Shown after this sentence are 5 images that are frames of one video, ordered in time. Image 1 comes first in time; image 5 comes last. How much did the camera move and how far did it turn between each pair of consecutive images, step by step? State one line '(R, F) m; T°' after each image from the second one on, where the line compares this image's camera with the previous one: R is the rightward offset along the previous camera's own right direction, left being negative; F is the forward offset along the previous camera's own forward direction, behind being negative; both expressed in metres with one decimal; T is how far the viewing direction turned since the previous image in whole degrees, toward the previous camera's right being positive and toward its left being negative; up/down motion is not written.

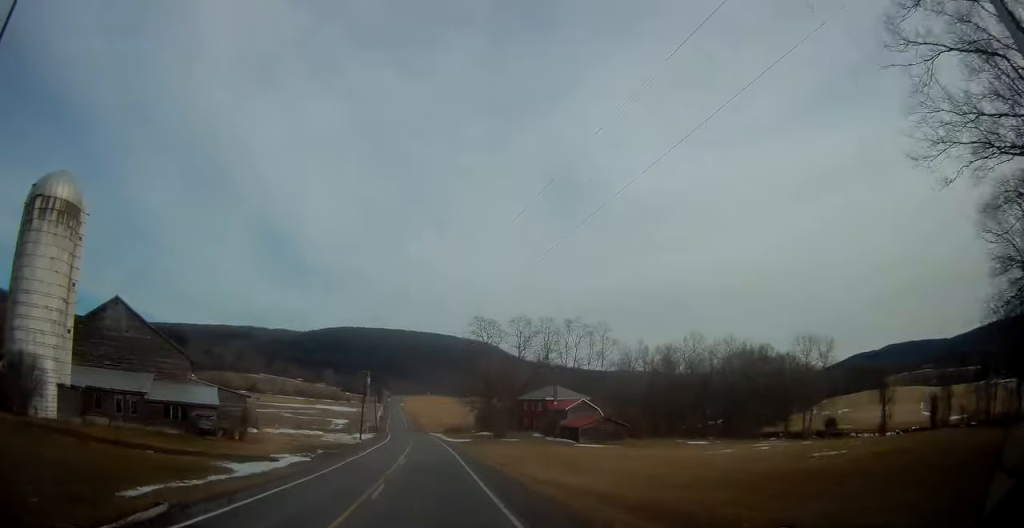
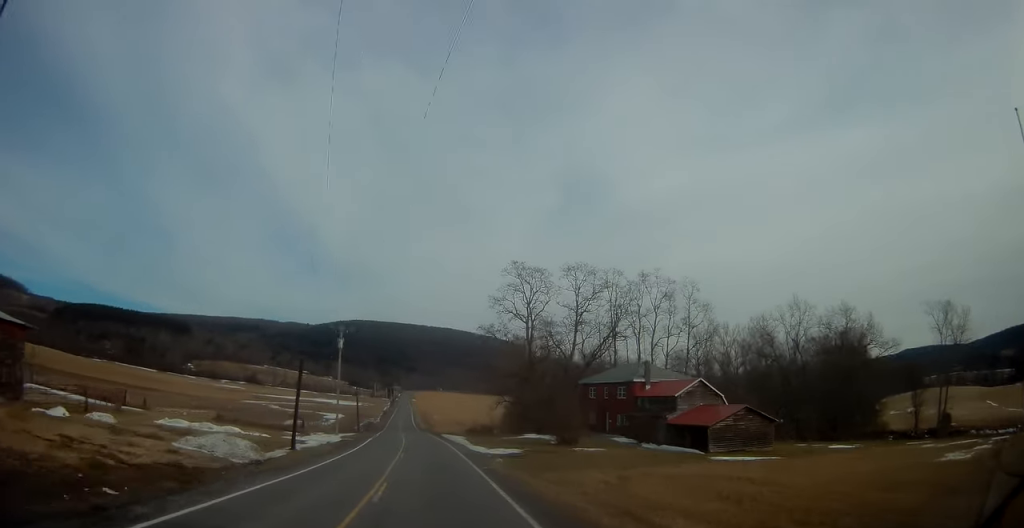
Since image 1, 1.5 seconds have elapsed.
(-0.2, +38.2) m; -1°
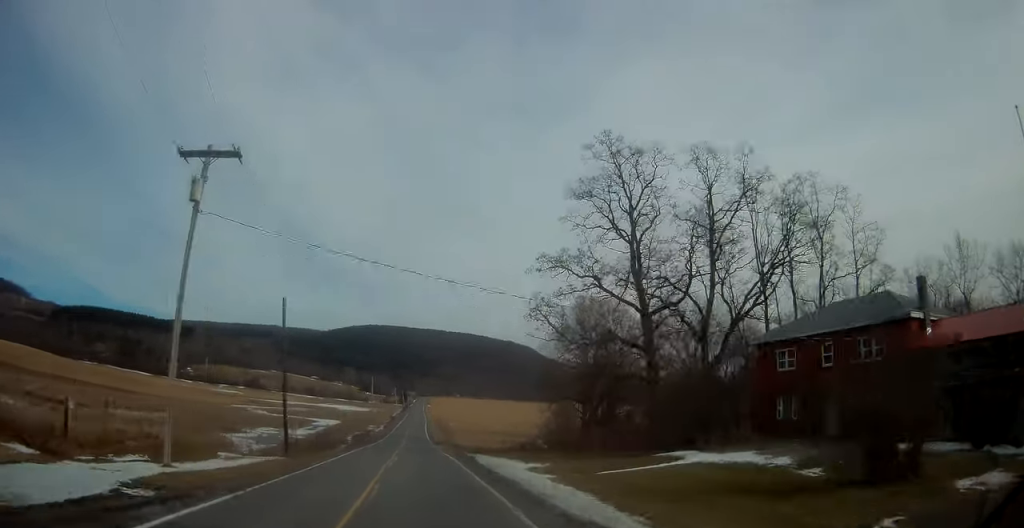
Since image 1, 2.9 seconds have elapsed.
(-0.6, +37.5) m; -2°
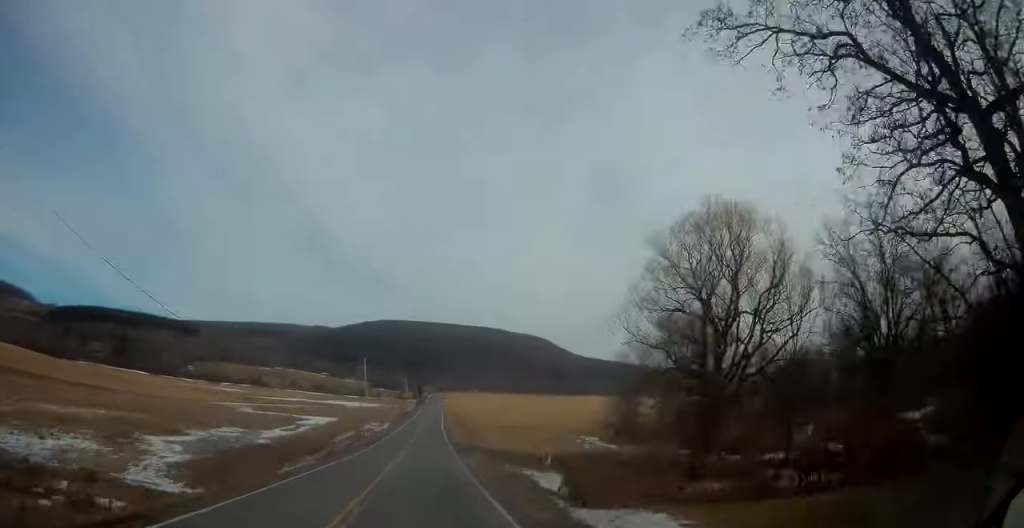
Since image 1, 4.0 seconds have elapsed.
(-0.3, +29.6) m; -1°
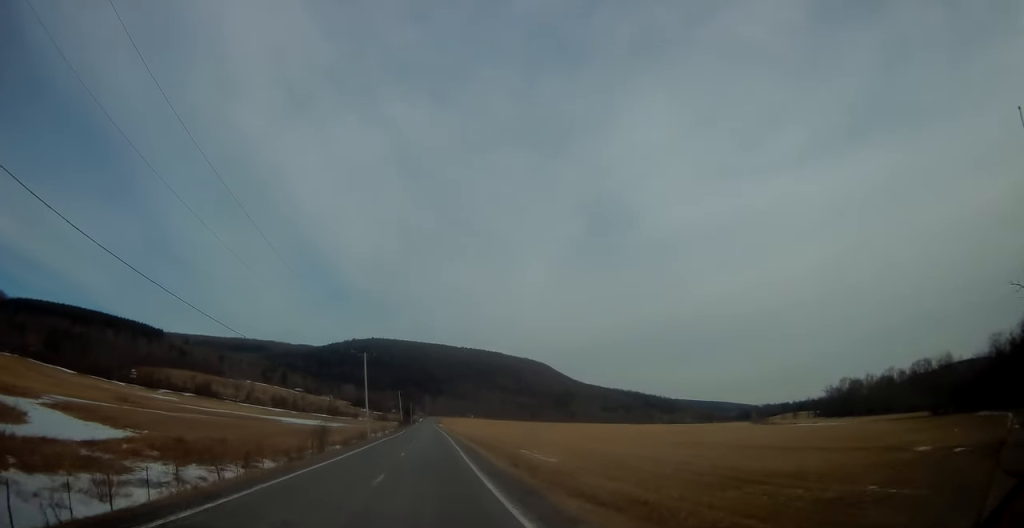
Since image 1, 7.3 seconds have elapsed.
(-0.7, +89.3) m; 0°
